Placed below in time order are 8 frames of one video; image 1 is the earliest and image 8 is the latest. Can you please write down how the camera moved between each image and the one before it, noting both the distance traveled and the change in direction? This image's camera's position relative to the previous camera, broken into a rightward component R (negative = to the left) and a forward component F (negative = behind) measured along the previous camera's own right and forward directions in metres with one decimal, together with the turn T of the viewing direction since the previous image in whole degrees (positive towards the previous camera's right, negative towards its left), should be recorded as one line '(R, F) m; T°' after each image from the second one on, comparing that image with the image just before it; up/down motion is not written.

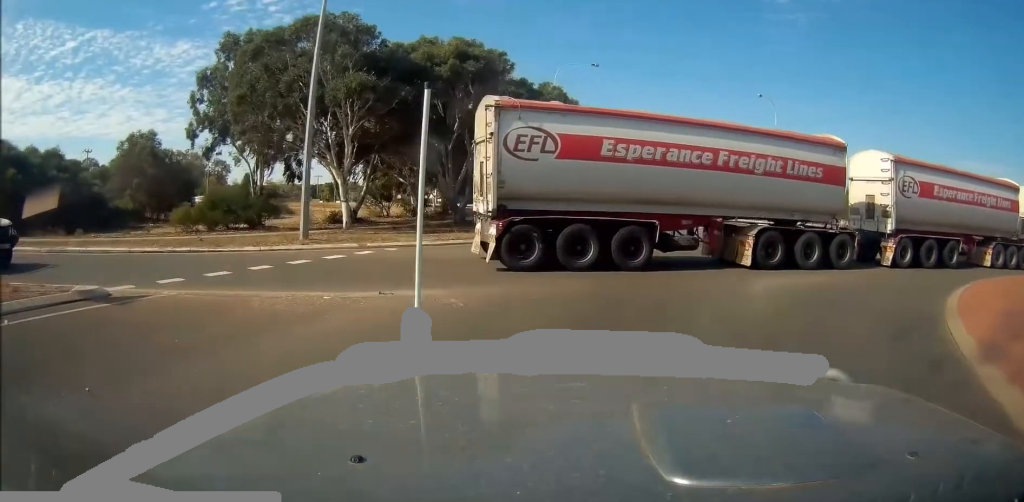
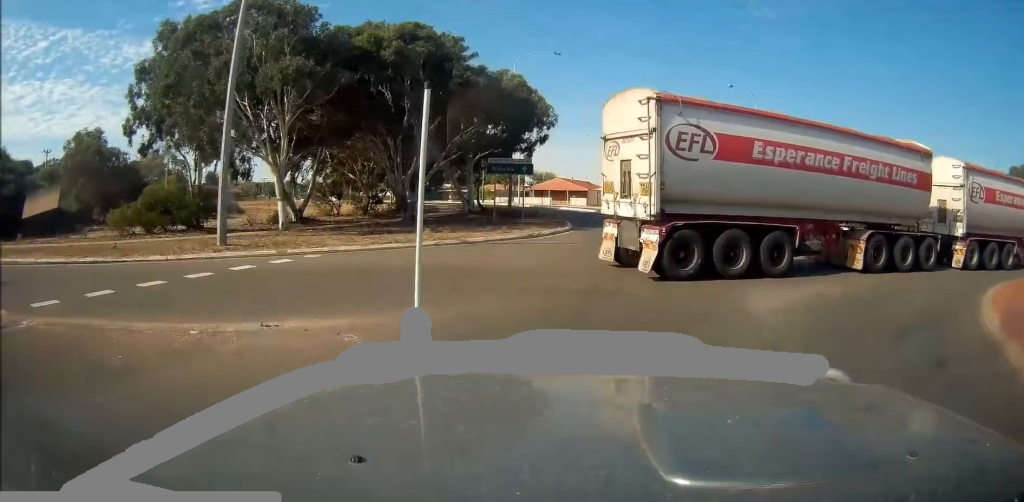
(0.0, +2.1) m; -3°
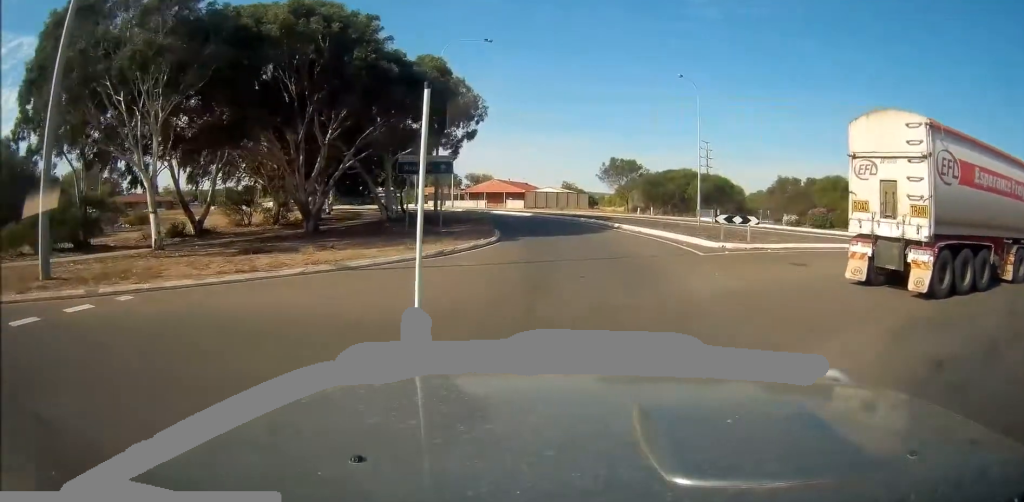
(-0.1, +4.9) m; +1°
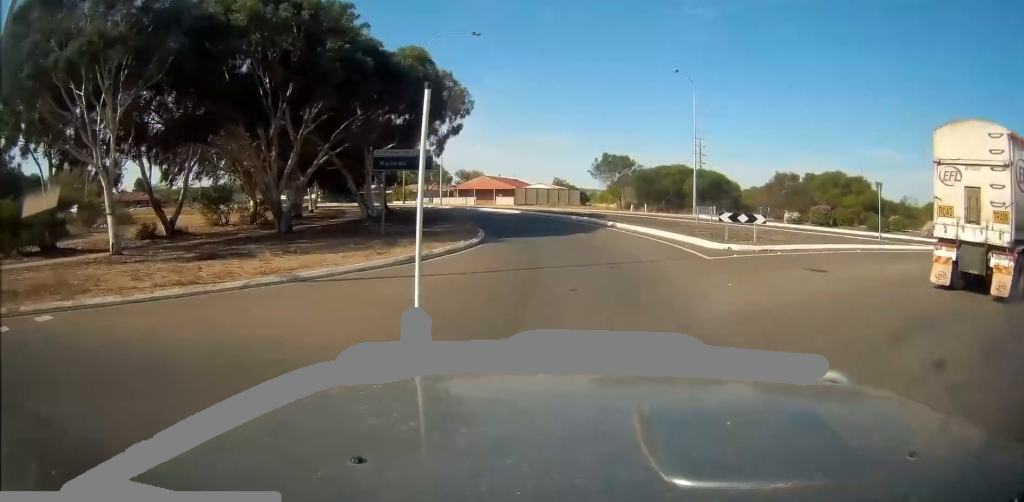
(+0.1, +1.9) m; -1°
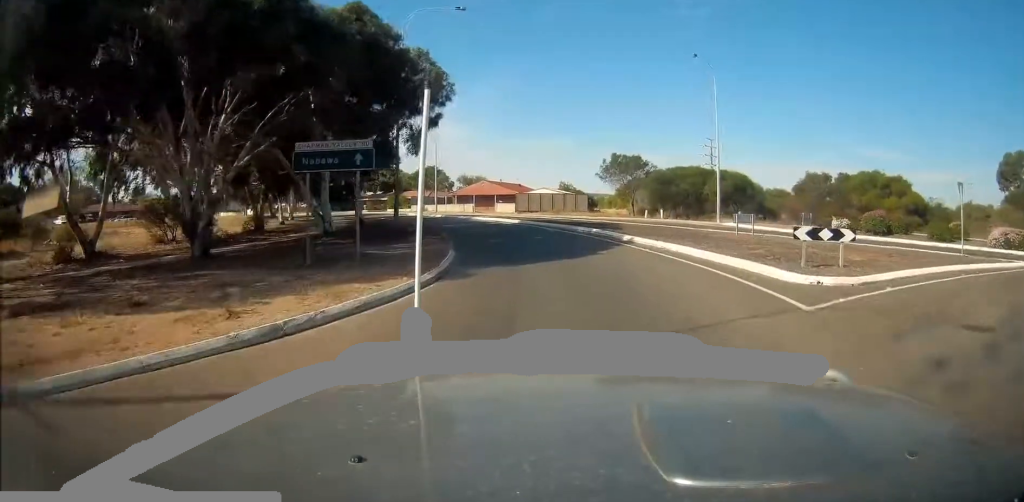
(-0.3, +6.7) m; -4°
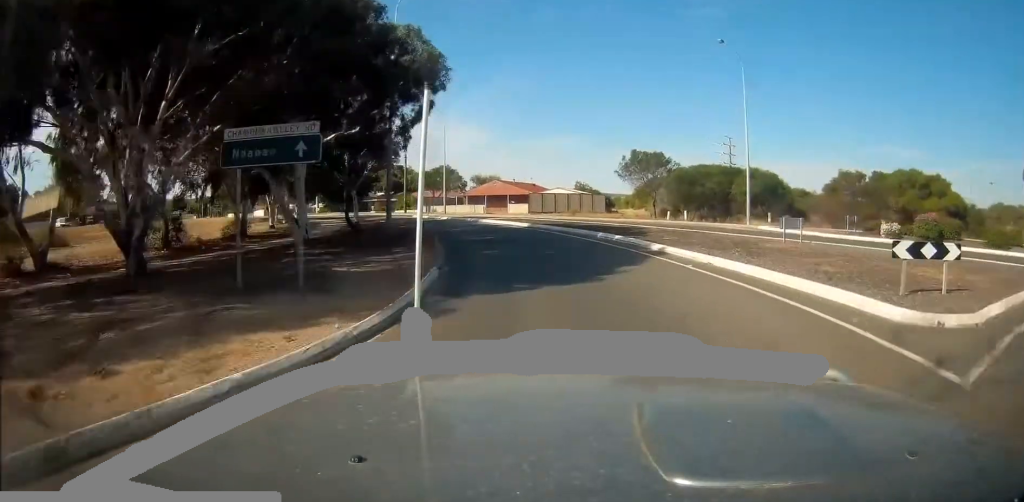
(-0.1, +3.9) m; -2°
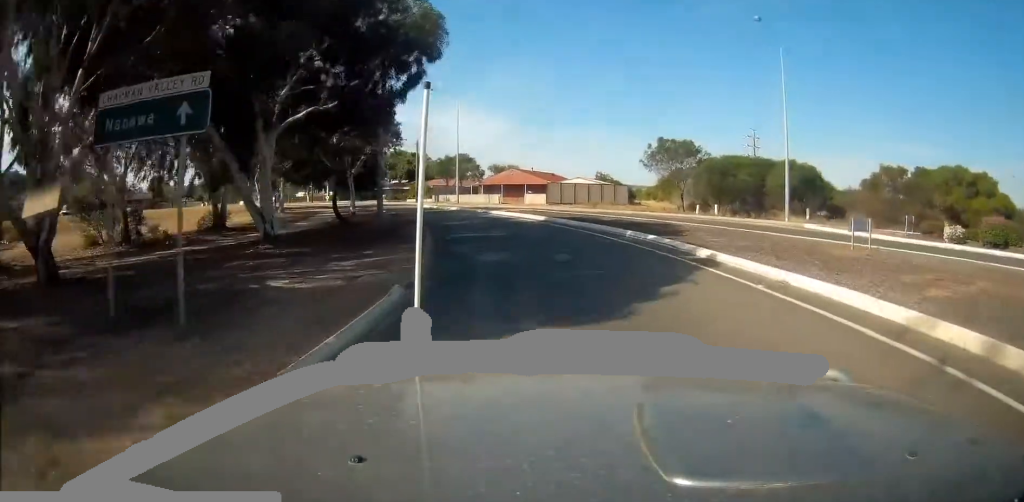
(+0.1, +4.0) m; -2°
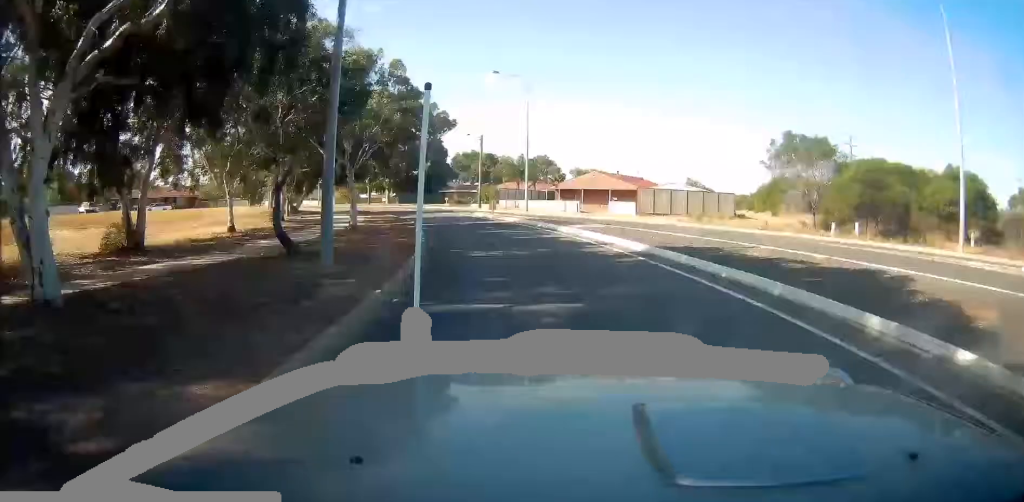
(-0.8, +12.5) m; -7°
